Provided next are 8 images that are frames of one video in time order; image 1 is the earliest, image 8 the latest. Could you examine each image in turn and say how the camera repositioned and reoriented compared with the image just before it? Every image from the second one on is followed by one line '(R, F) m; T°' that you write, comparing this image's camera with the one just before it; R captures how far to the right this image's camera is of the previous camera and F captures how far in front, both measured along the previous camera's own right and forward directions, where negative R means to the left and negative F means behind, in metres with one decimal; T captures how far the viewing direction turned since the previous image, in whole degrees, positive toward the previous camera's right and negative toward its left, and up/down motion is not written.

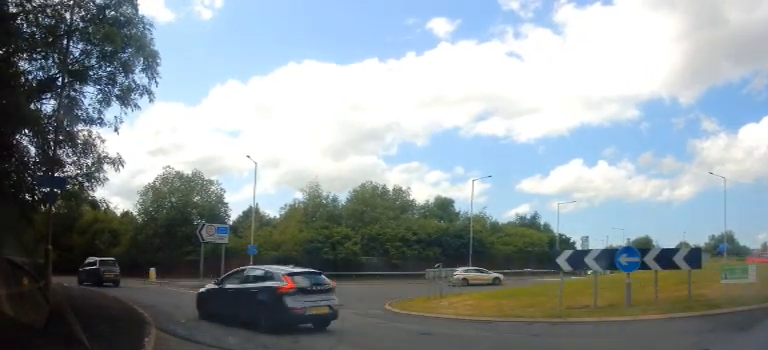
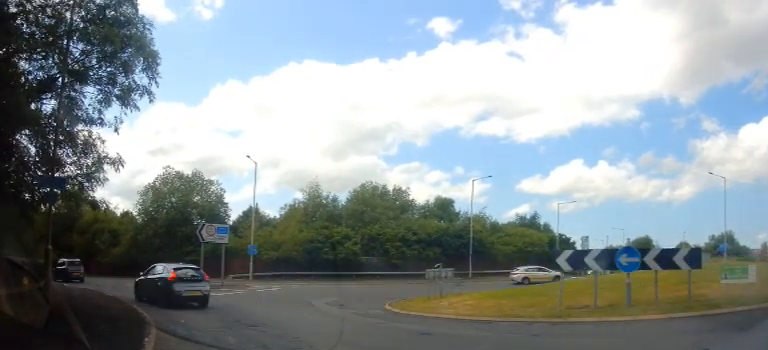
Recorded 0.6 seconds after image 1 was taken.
(0.0, 0.0) m; 0°
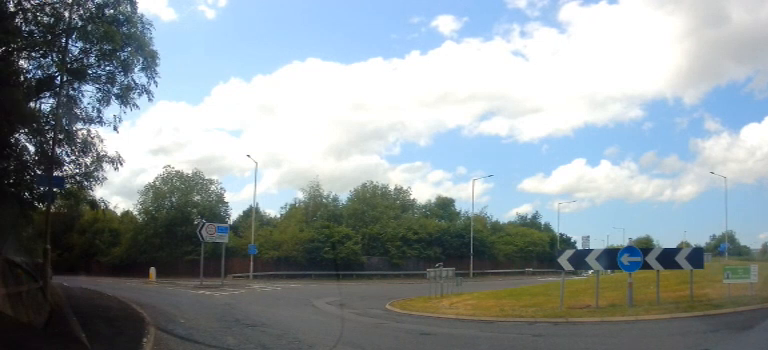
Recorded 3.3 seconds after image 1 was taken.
(0.0, 0.0) m; 0°
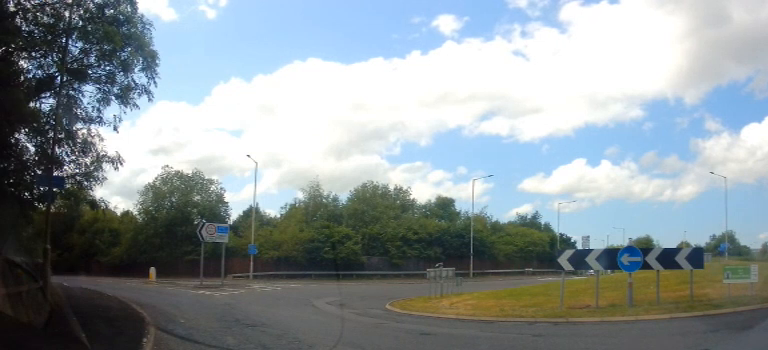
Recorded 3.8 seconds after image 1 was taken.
(0.0, 0.0) m; 0°
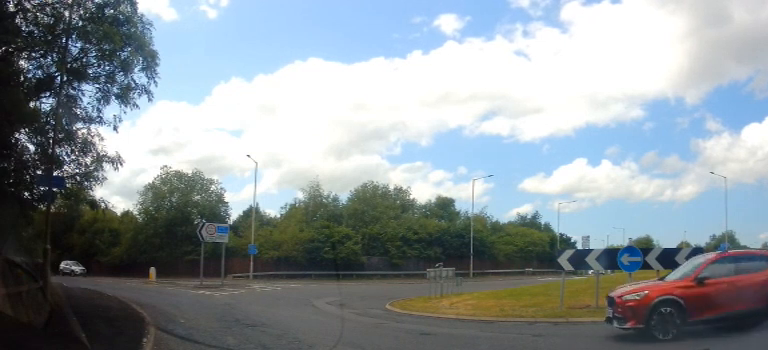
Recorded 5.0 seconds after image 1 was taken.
(0.0, 0.0) m; 0°
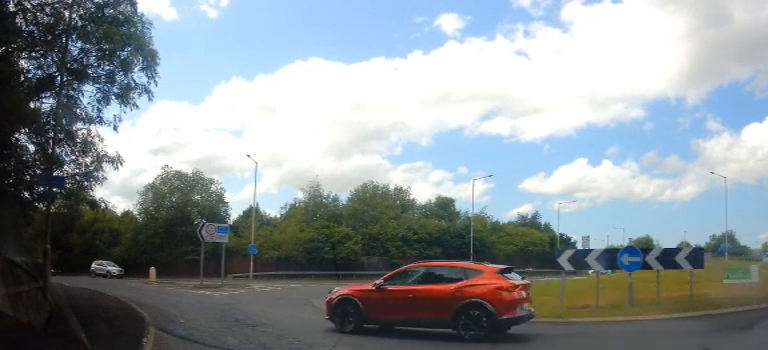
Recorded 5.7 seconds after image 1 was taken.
(0.0, 0.0) m; 0°
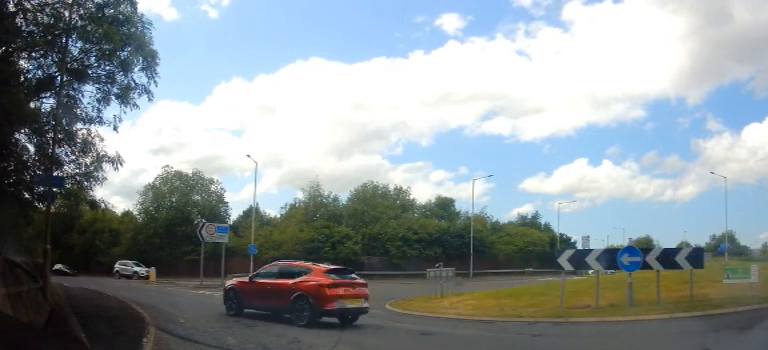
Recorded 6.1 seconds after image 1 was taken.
(0.0, 0.0) m; 0°
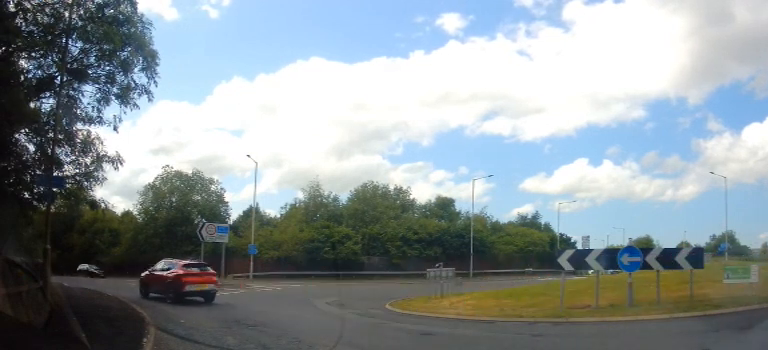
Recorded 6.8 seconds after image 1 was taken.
(0.0, 0.0) m; 0°
